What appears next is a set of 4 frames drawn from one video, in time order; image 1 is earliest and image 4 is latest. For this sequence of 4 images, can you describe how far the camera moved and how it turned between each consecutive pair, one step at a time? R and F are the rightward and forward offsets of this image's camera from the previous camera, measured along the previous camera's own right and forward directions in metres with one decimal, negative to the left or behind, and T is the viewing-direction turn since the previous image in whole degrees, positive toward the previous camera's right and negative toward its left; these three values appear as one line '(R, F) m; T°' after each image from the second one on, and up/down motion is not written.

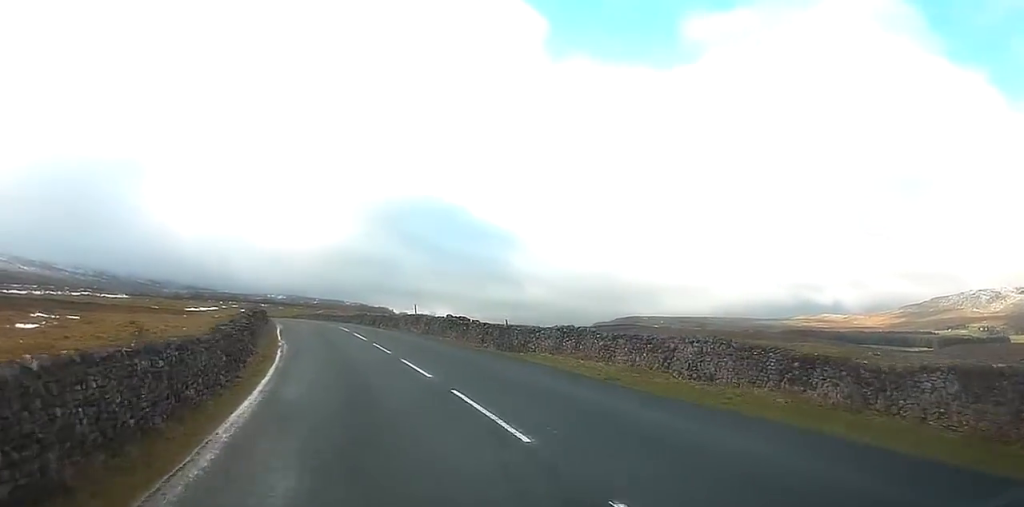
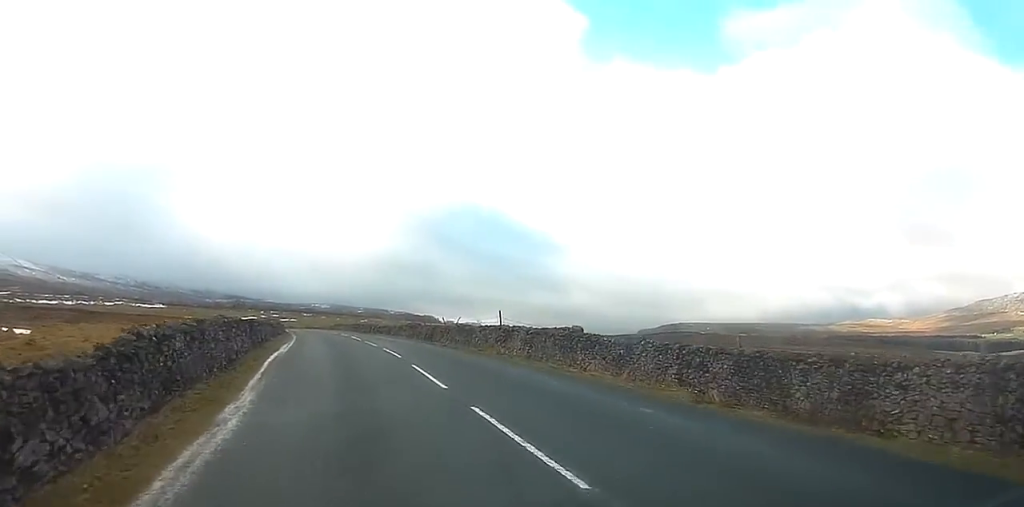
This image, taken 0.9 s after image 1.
(-0.6, +21.8) m; -3°
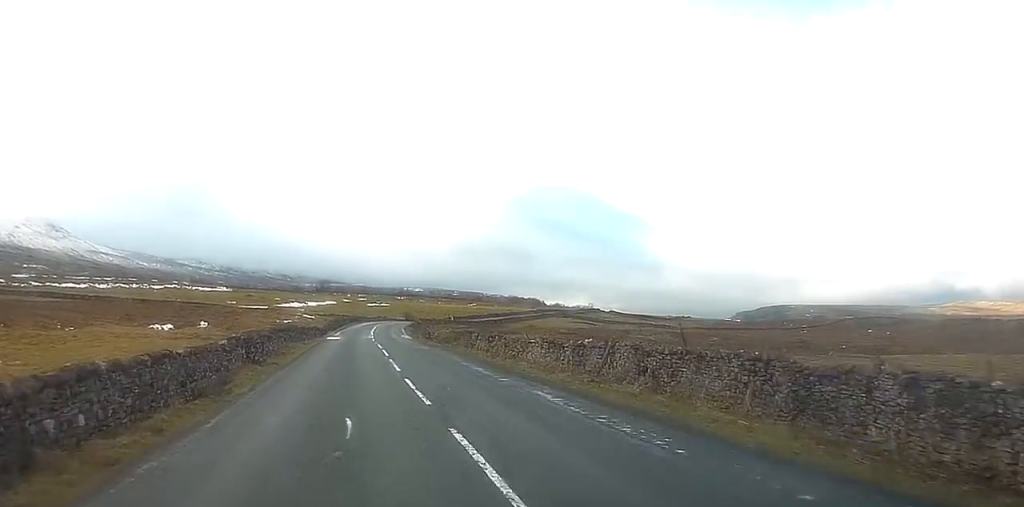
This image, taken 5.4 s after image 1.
(-7.6, +116.4) m; -5°
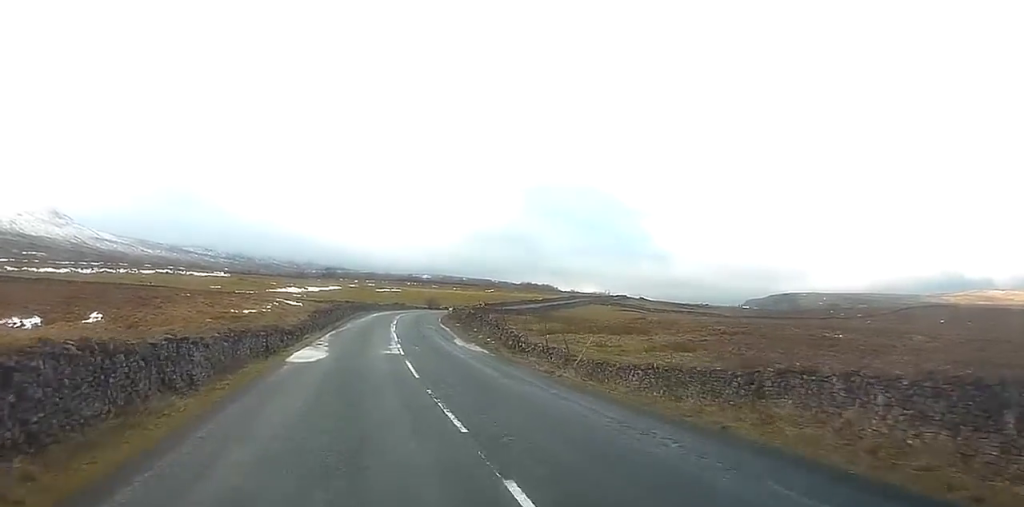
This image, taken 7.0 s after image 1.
(+0.1, +43.5) m; +1°
